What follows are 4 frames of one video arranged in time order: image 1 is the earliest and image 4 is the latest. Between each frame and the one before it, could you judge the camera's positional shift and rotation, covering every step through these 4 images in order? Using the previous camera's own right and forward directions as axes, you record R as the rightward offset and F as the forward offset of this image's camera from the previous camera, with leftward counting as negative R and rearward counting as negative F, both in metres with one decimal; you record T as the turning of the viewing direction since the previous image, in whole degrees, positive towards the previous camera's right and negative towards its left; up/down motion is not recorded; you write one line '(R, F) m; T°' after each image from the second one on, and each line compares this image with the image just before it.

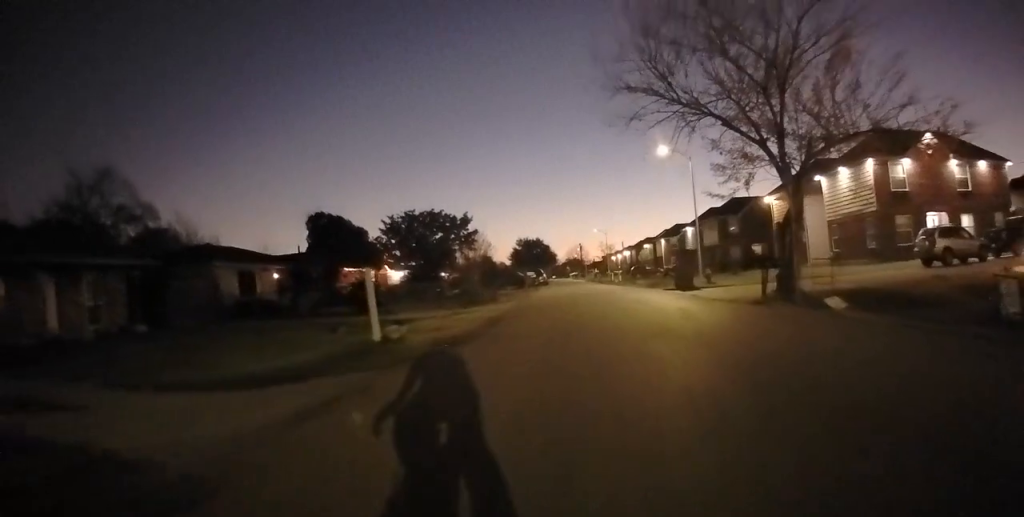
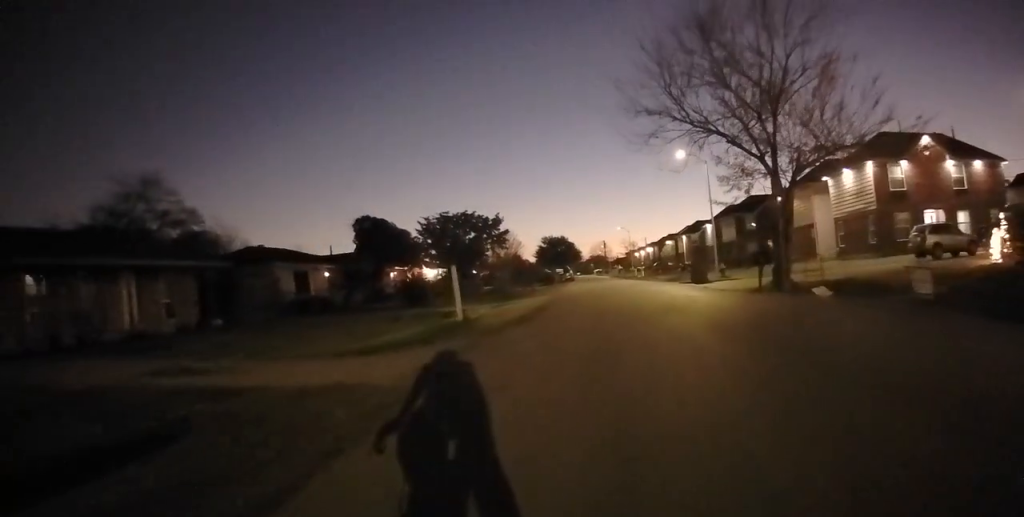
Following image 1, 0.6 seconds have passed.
(0.0, +3.0) m; 0°
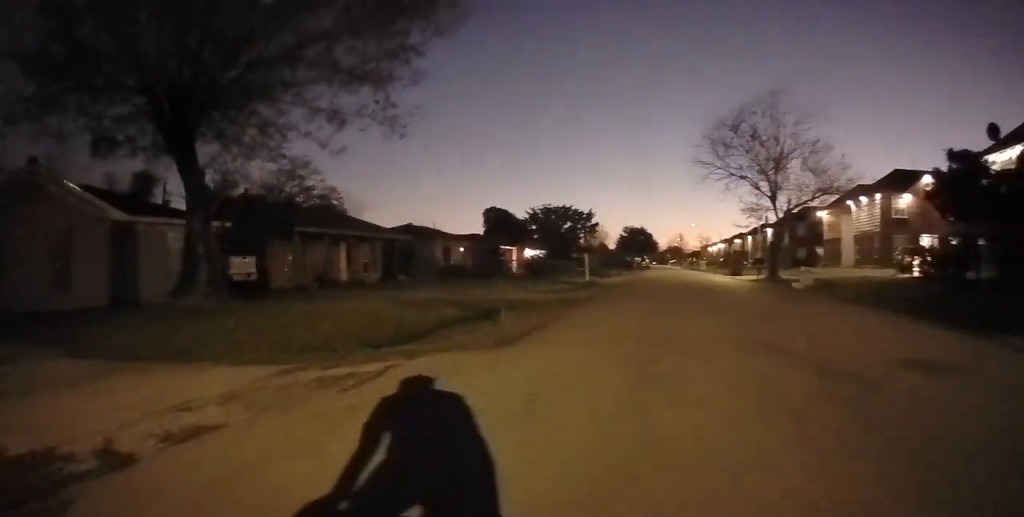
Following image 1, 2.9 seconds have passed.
(+0.8, +10.6) m; -2°
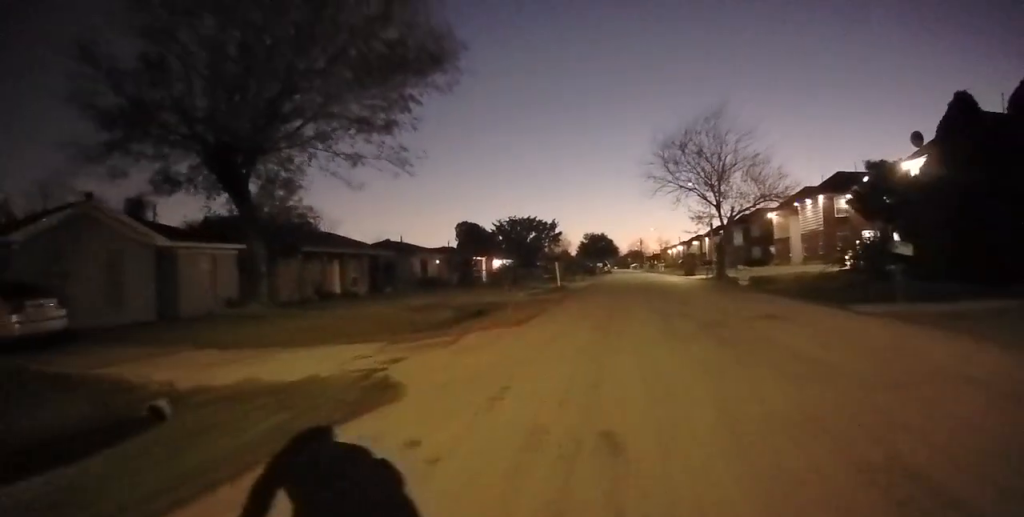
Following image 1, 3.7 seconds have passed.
(-0.7, +3.8) m; -4°
